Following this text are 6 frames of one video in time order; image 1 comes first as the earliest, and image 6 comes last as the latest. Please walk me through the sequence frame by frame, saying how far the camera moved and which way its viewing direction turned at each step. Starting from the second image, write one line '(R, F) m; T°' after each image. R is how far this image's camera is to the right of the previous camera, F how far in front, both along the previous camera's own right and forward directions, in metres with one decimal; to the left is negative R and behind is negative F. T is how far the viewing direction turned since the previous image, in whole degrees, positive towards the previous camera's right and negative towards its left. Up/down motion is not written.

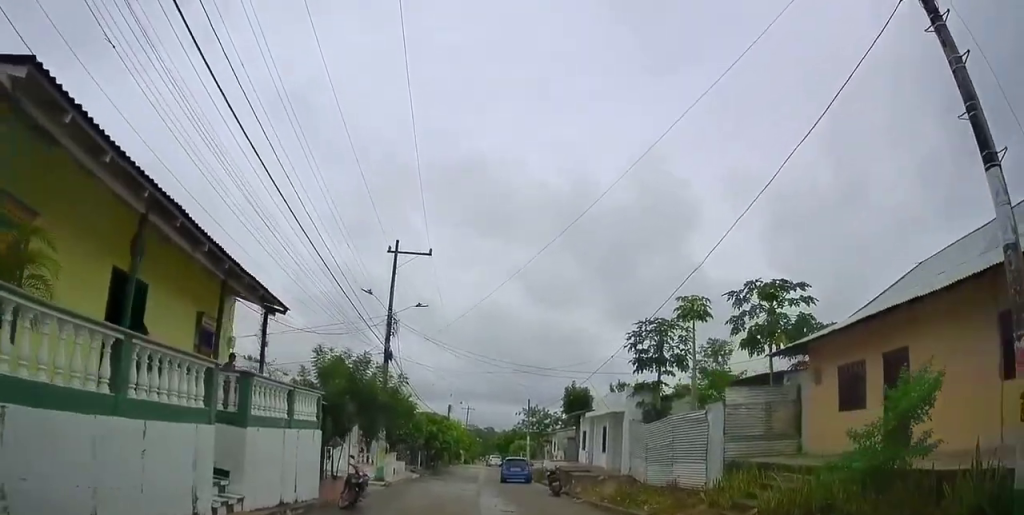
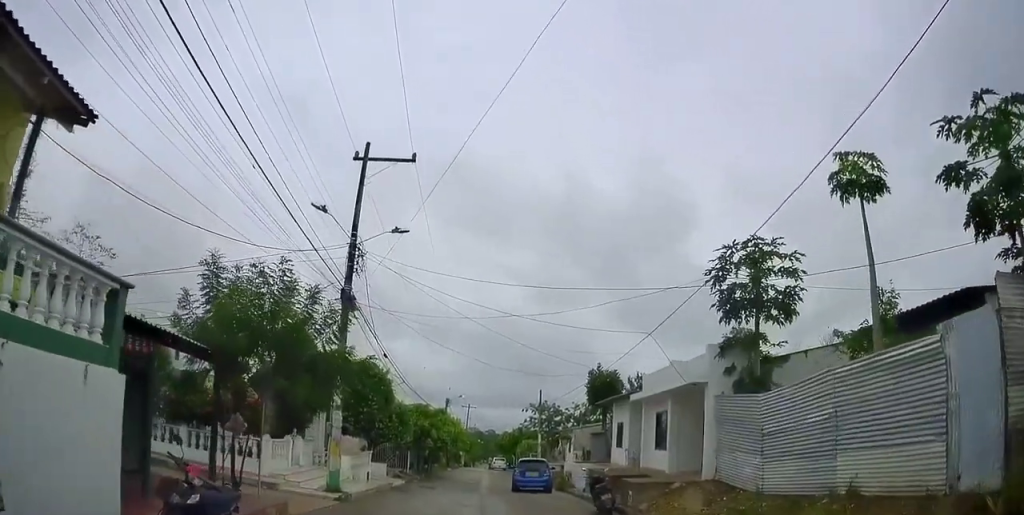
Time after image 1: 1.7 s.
(+0.3, +6.4) m; +3°
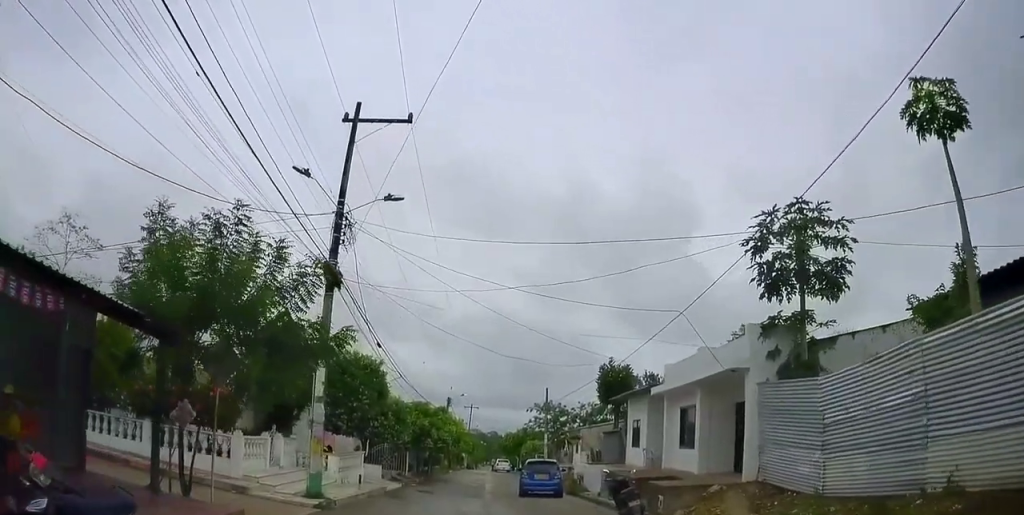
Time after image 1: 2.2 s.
(-0.2, +2.0) m; 0°
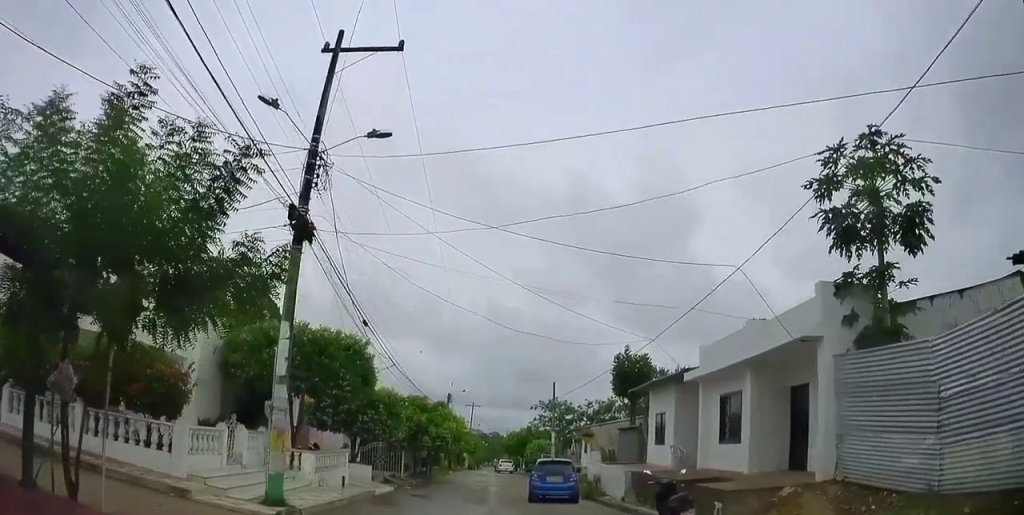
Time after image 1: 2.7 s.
(-0.2, +2.8) m; +1°
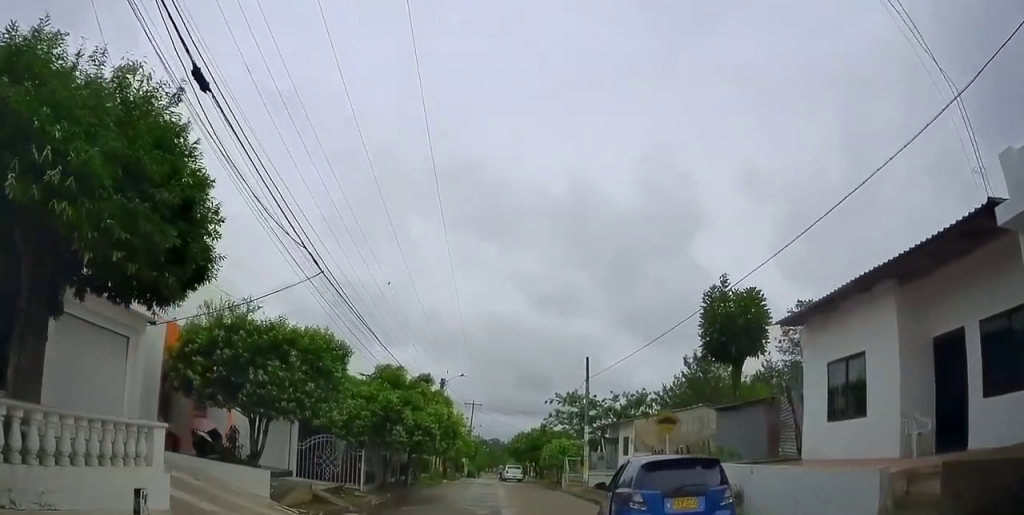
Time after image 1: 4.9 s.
(+0.2, +11.9) m; +2°
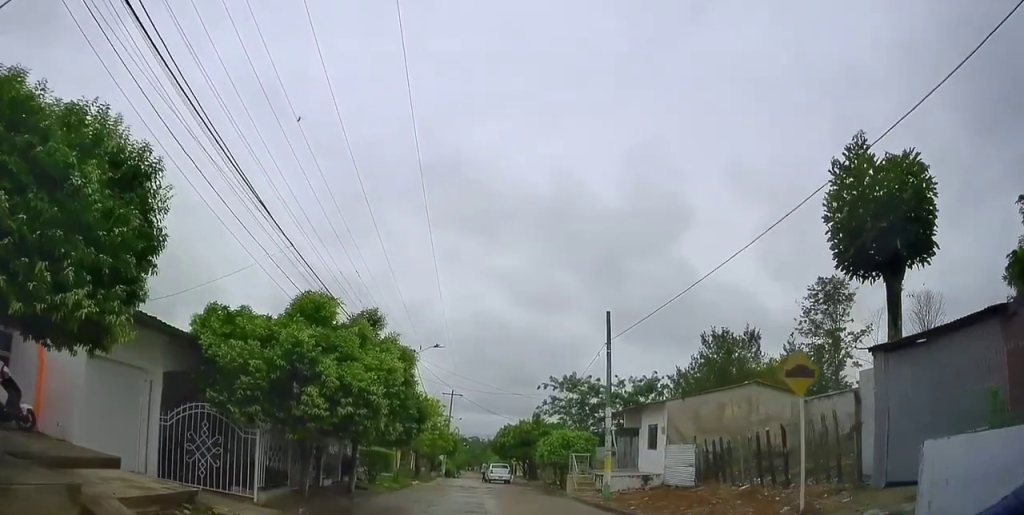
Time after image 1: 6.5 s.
(+0.6, +9.1) m; -1°
